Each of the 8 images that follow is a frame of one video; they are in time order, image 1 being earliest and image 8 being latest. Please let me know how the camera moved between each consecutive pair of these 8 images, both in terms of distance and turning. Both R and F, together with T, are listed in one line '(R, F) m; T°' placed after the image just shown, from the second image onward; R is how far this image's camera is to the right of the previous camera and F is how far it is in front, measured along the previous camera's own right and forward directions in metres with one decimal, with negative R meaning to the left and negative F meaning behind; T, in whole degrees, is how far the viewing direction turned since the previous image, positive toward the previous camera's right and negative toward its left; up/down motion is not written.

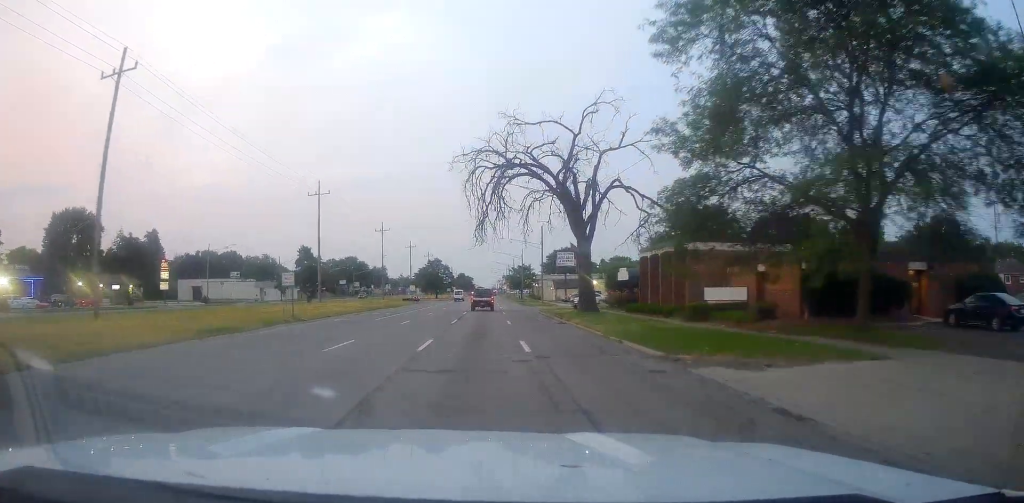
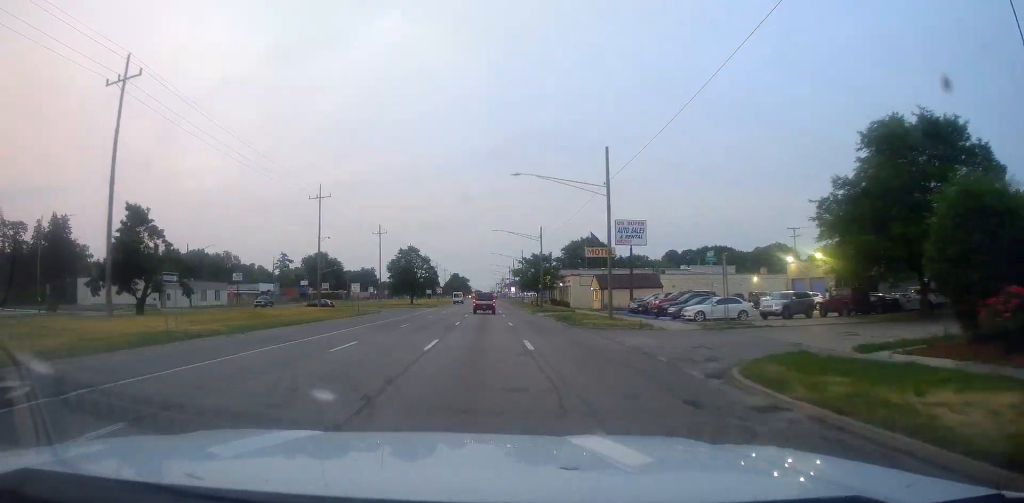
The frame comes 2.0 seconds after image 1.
(-1.5, +44.7) m; -1°
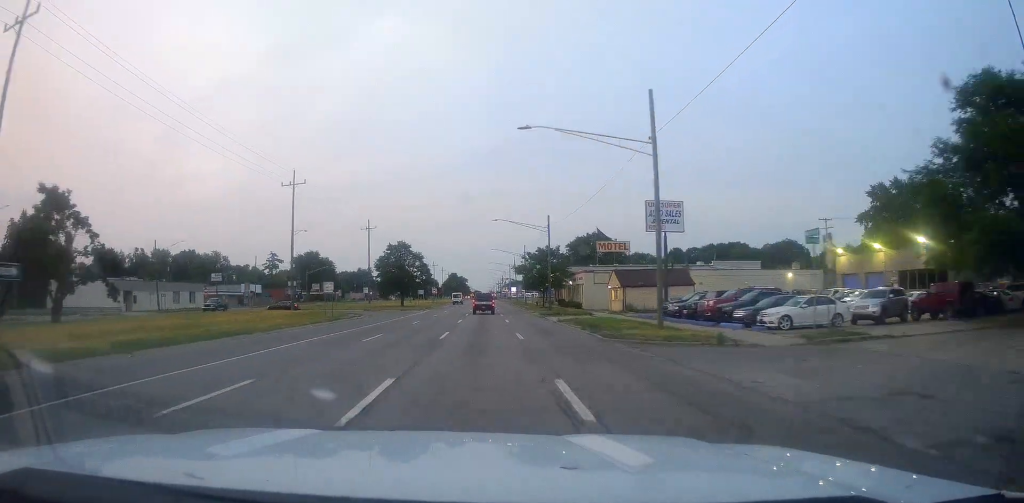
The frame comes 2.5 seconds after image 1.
(0.0, +10.4) m; +1°
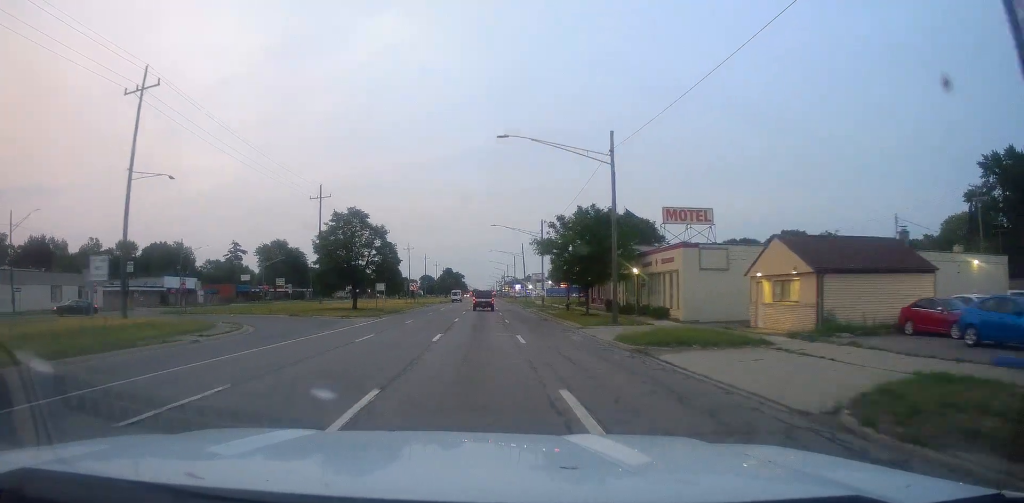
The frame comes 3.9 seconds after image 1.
(+0.7, +32.4) m; 0°
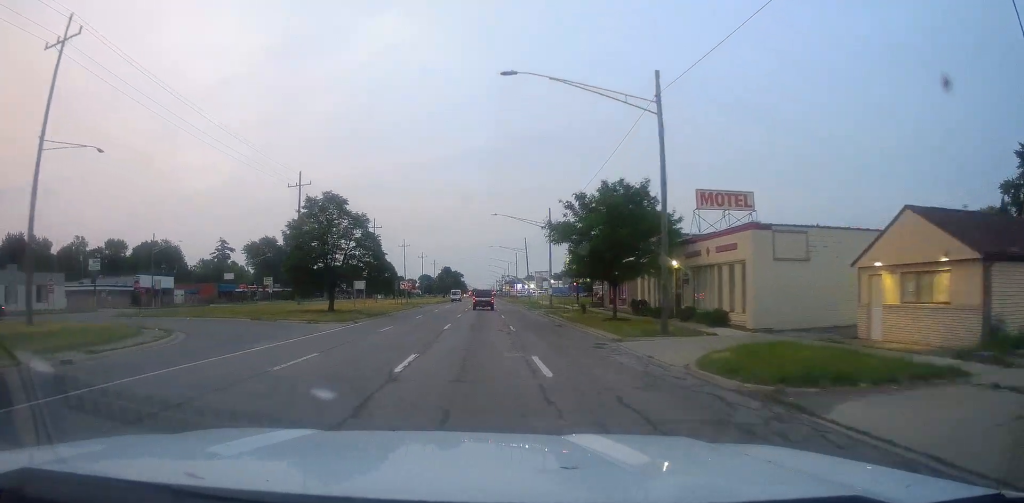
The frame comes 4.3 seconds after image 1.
(0.0, +8.9) m; 0°
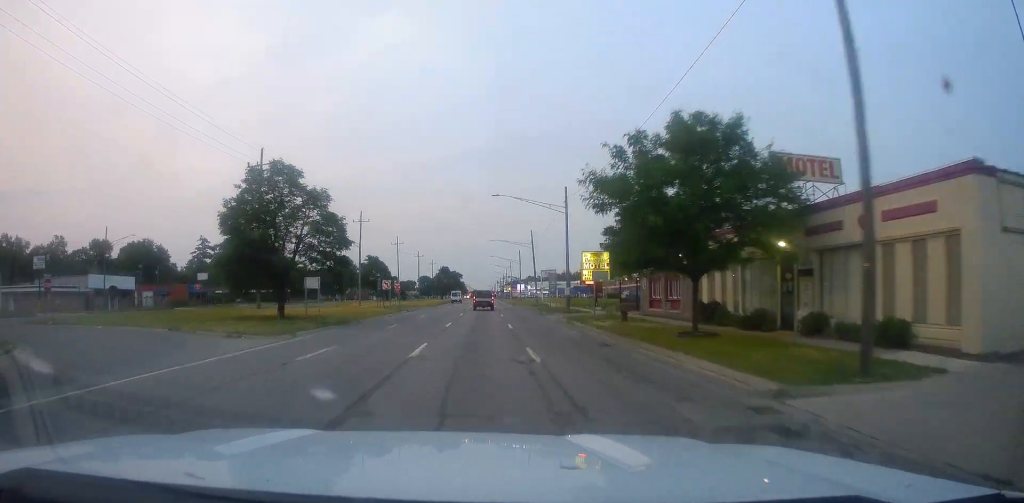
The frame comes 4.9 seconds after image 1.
(-0.2, +12.5) m; 0°
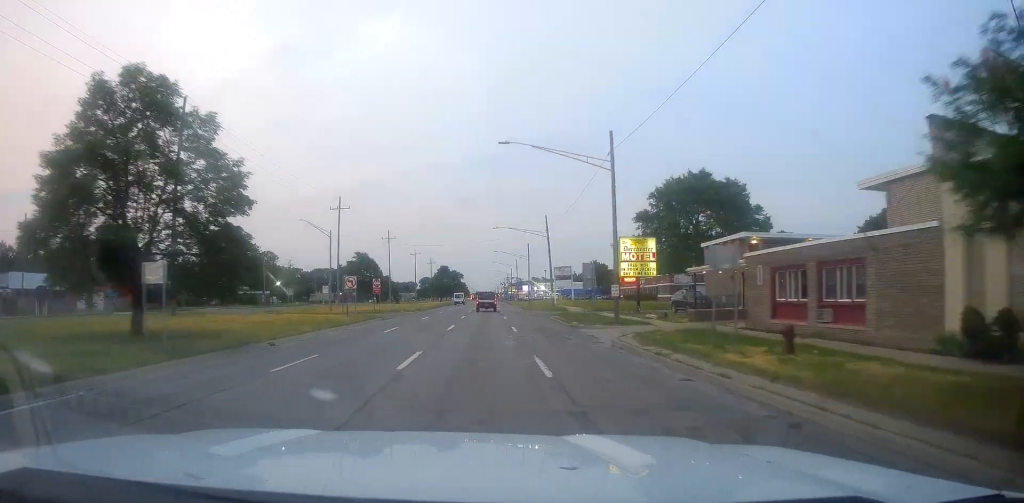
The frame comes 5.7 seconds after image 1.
(-0.1, +17.0) m; 0°
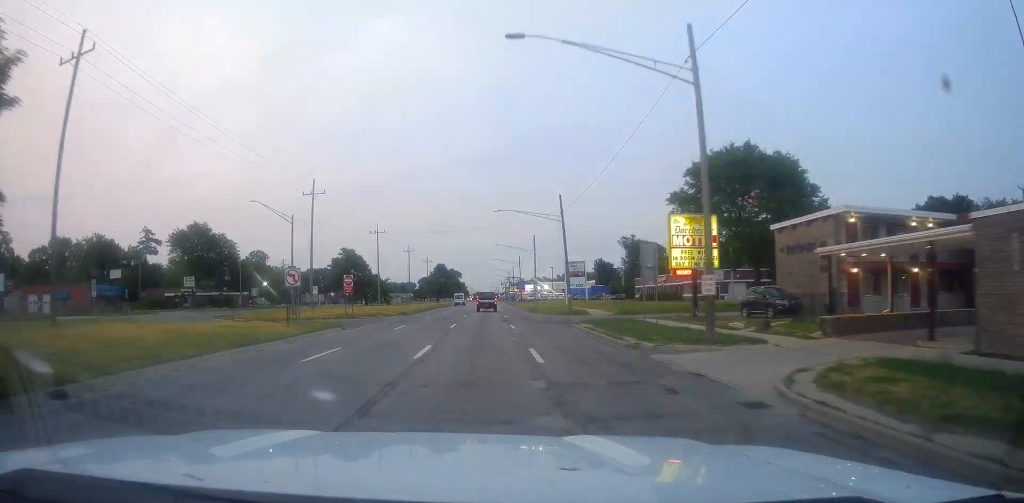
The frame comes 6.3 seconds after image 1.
(+0.1, +13.4) m; 0°
